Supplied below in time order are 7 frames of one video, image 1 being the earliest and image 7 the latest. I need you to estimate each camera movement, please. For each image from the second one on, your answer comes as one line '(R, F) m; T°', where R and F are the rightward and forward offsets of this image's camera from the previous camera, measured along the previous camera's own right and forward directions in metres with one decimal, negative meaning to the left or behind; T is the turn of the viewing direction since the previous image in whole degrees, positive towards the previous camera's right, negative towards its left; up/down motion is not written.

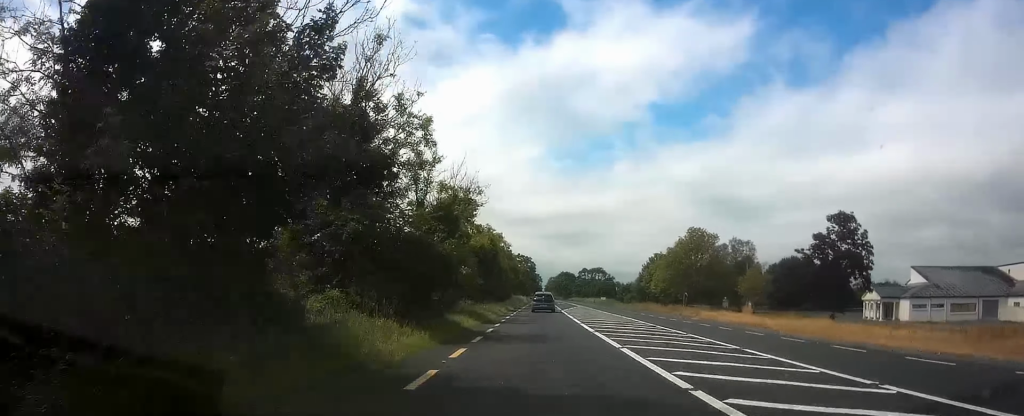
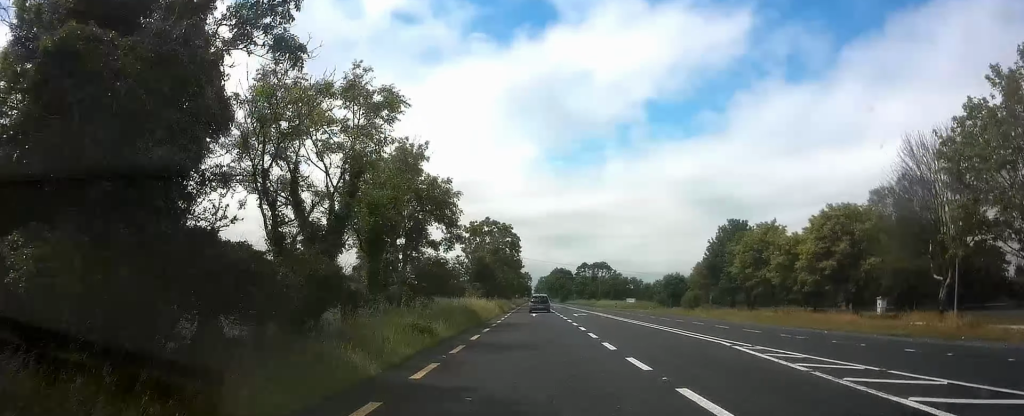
(-0.3, +58.5) m; 0°
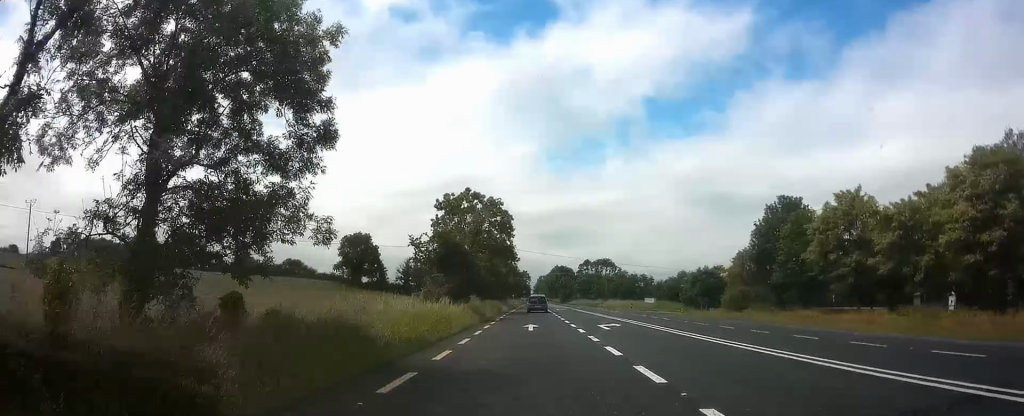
(0.0, +17.2) m; 0°
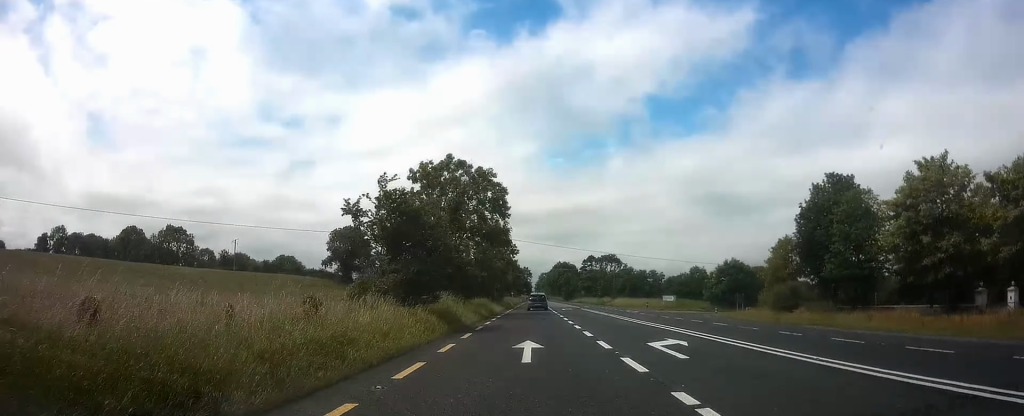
(0.0, +10.9) m; +1°
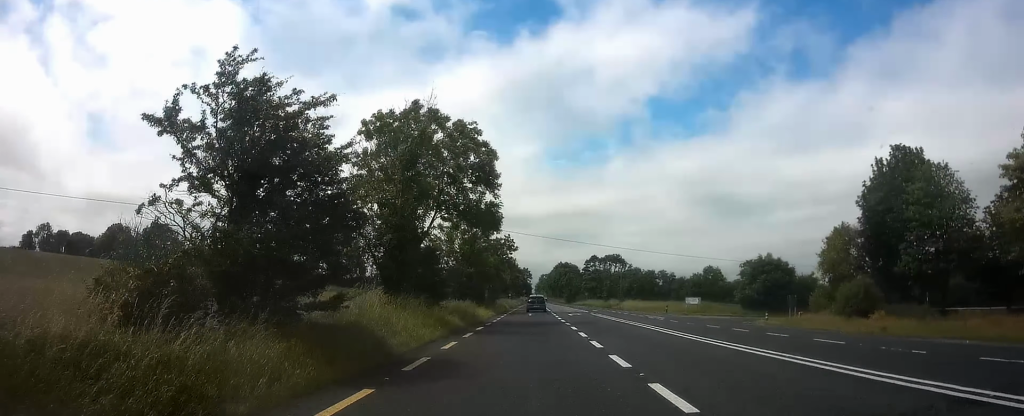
(0.0, +10.9) m; +1°
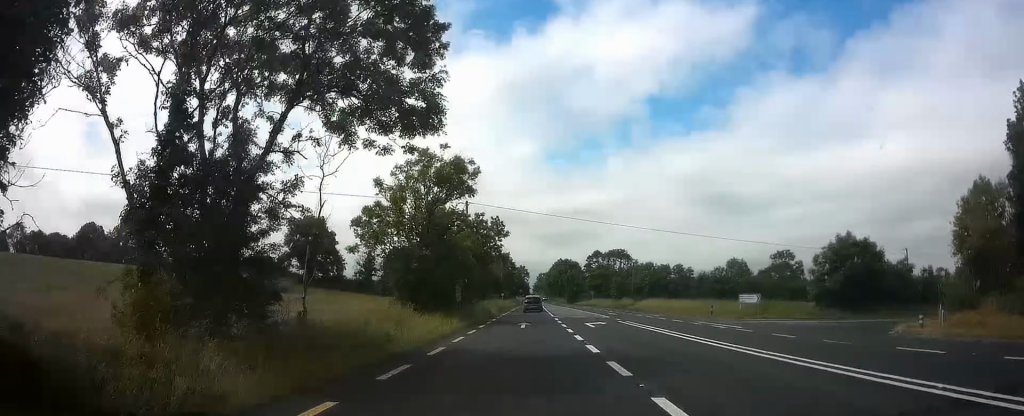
(+0.3, +16.7) m; +1°
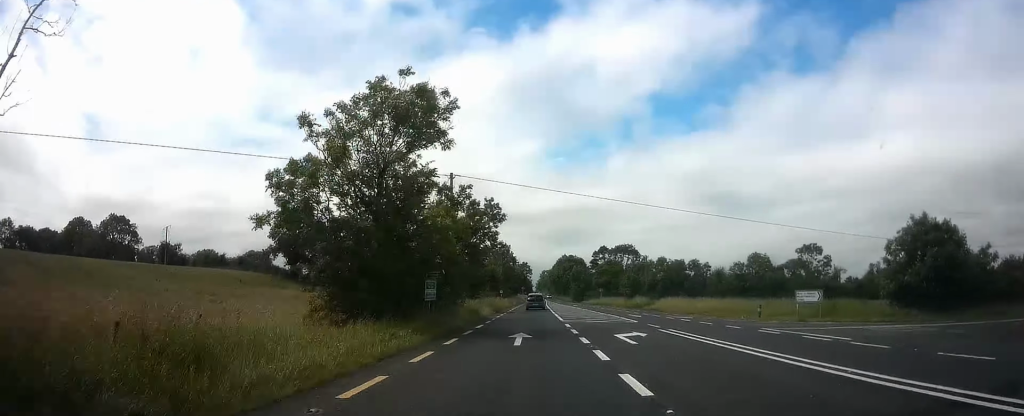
(0.0, +9.4) m; 0°
